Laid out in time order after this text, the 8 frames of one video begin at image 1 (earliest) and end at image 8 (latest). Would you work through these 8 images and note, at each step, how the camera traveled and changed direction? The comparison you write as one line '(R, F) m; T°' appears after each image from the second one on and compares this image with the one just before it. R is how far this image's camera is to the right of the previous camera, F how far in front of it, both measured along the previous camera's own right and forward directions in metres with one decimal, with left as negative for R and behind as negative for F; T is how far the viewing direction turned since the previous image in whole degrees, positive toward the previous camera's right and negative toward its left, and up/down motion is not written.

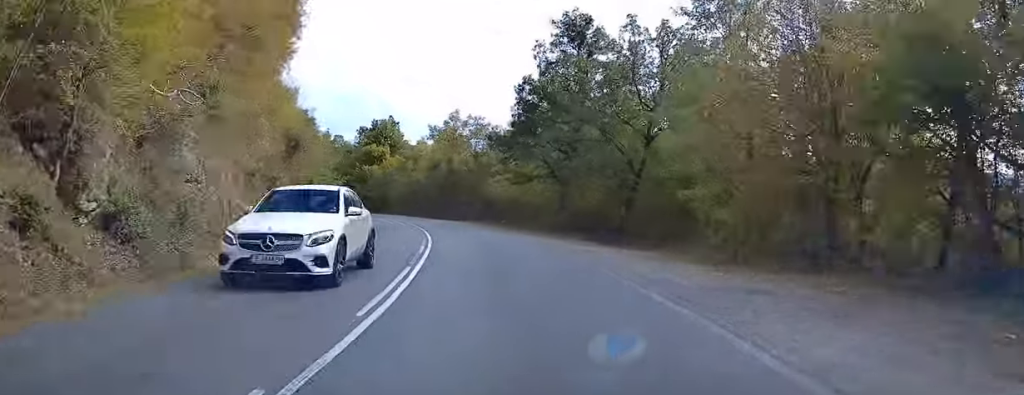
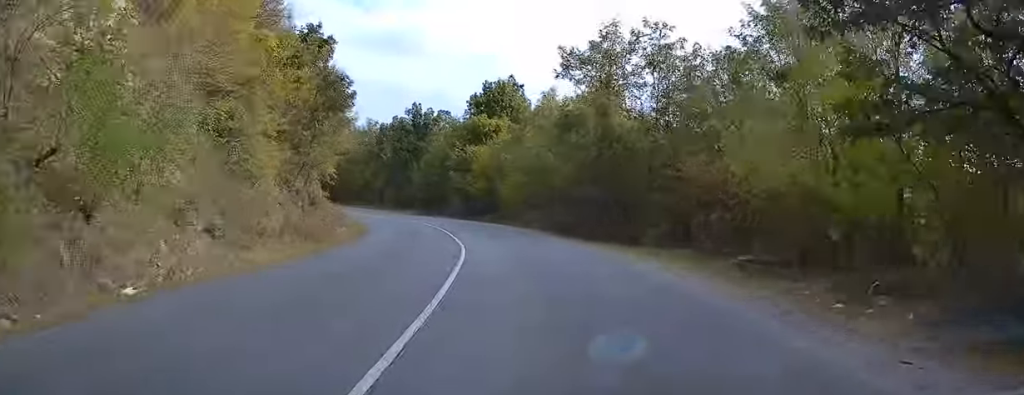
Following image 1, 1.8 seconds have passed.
(-2.5, +33.3) m; -9°
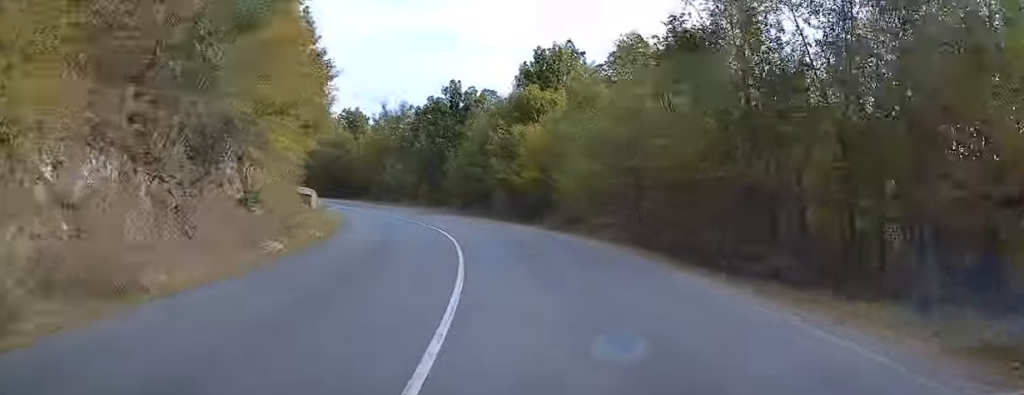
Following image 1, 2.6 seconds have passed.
(-0.7, +14.2) m; -5°
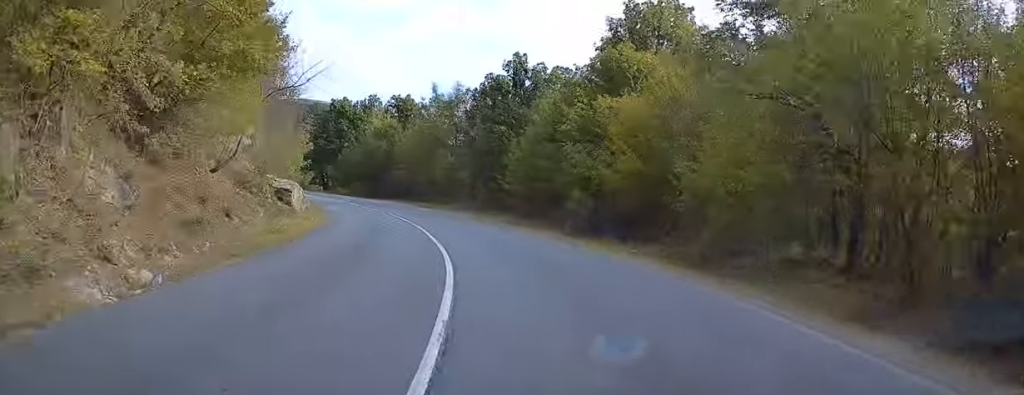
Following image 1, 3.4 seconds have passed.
(-0.6, +14.7) m; -5°
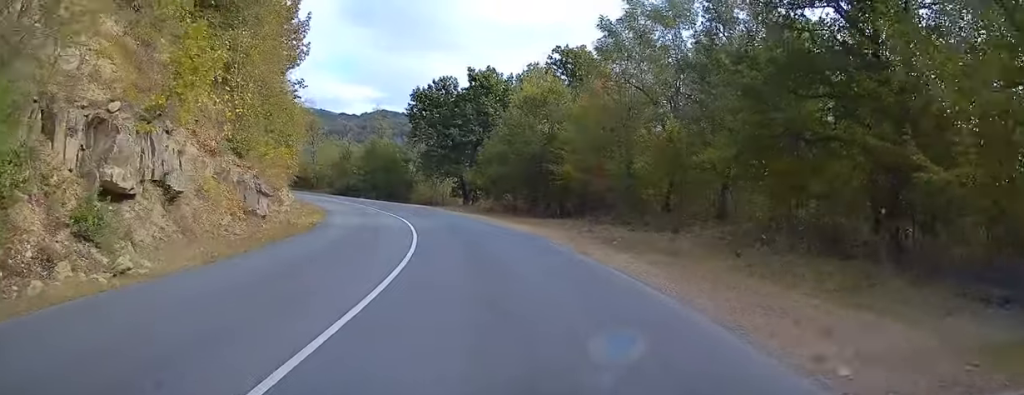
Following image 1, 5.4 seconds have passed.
(-5.2, +36.4) m; -17°
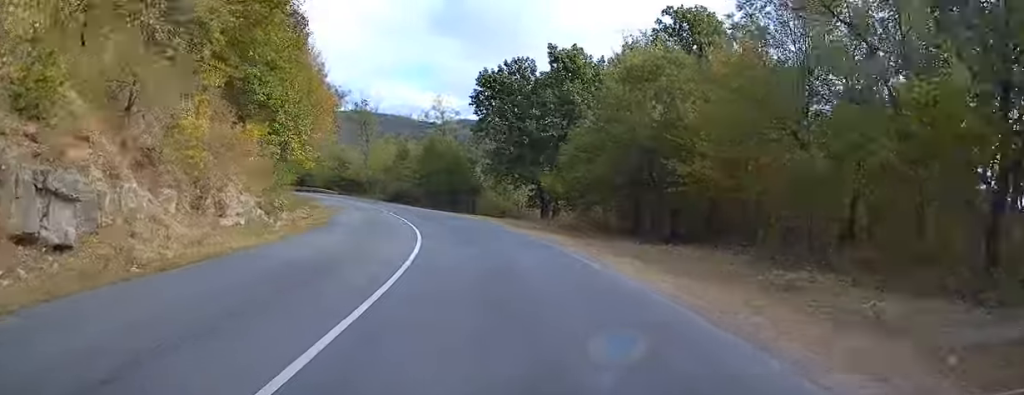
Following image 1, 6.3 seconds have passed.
(-0.9, +14.8) m; -7°
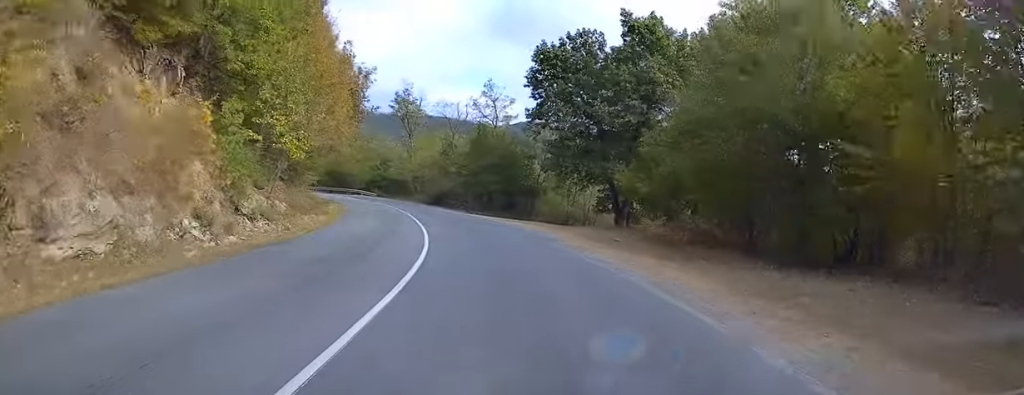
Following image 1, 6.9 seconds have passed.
(+0.1, +10.8) m; -5°
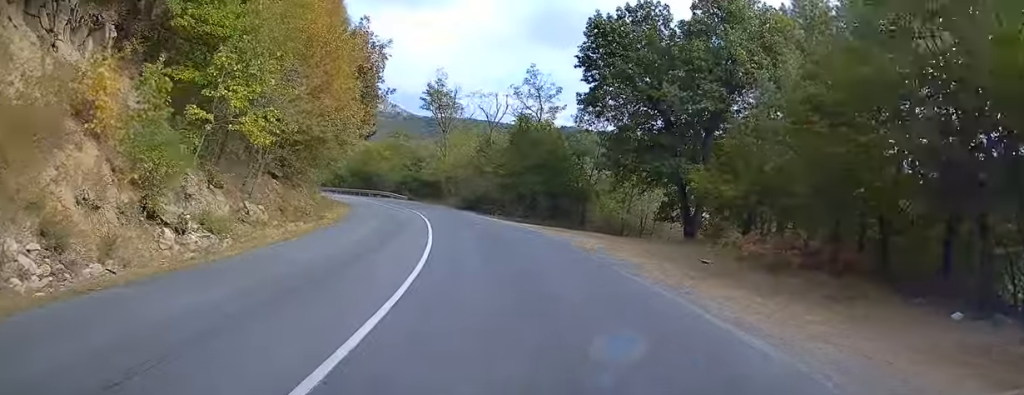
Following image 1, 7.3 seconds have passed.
(-0.7, +8.4) m; -4°
